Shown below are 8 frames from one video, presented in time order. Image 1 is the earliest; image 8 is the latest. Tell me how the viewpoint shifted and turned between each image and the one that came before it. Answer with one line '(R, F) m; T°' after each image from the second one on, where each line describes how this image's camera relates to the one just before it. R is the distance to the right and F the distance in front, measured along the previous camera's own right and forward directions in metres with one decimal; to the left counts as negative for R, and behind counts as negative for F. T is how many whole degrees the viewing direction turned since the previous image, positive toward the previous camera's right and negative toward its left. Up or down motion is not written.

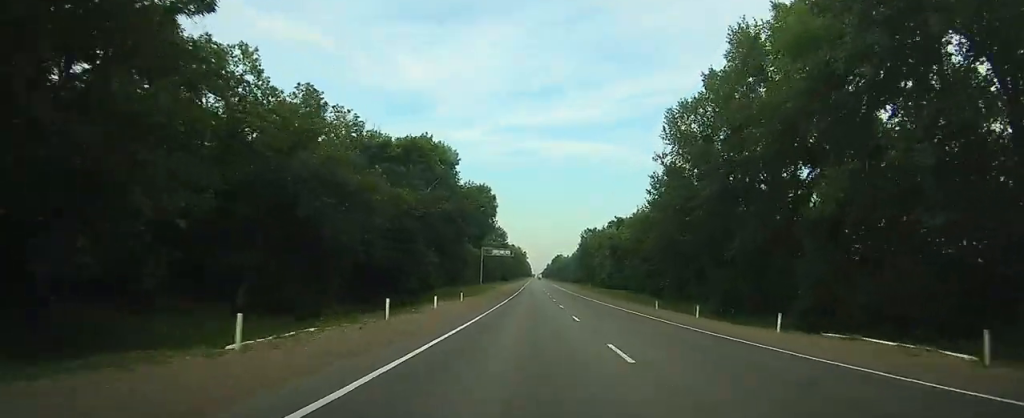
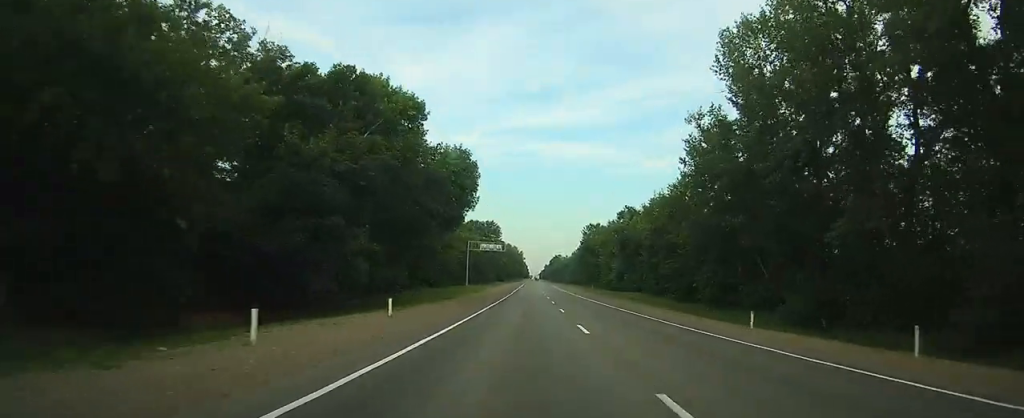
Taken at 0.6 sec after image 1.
(0.0, +17.9) m; 0°
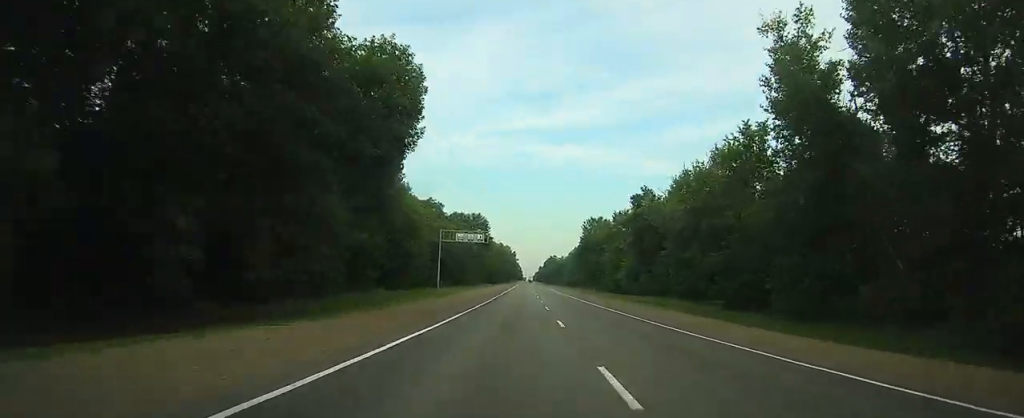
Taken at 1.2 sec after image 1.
(0.0, +21.4) m; 0°
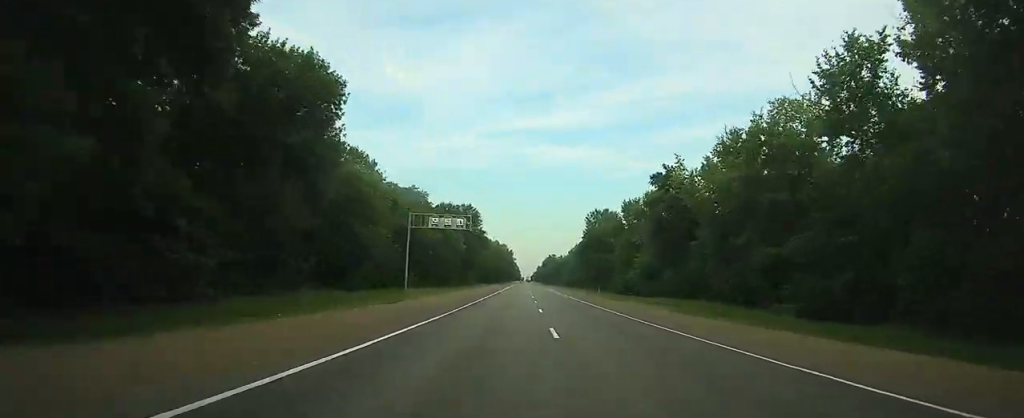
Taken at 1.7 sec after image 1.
(0.0, +16.1) m; 0°
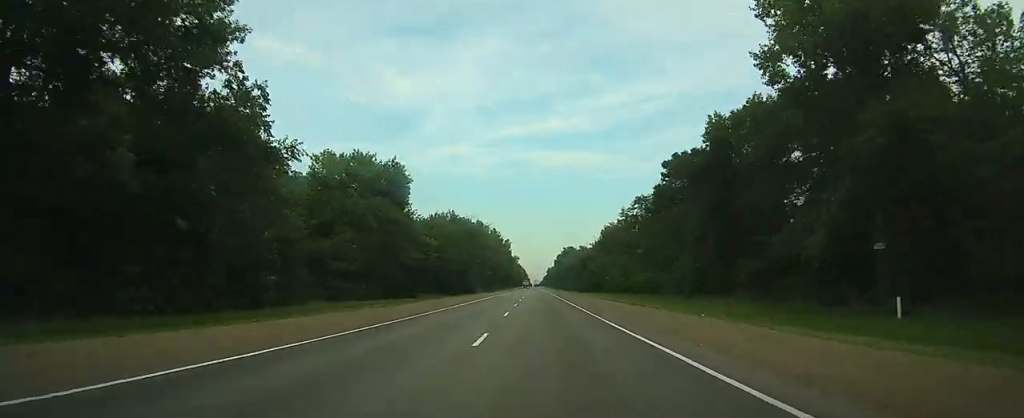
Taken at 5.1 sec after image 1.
(+1.0, +110.4) m; +1°
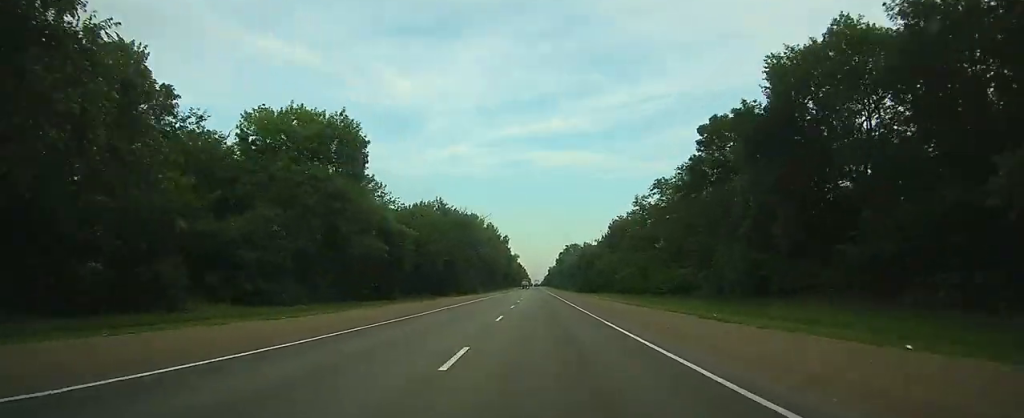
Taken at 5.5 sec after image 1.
(0.0, +15.7) m; 0°
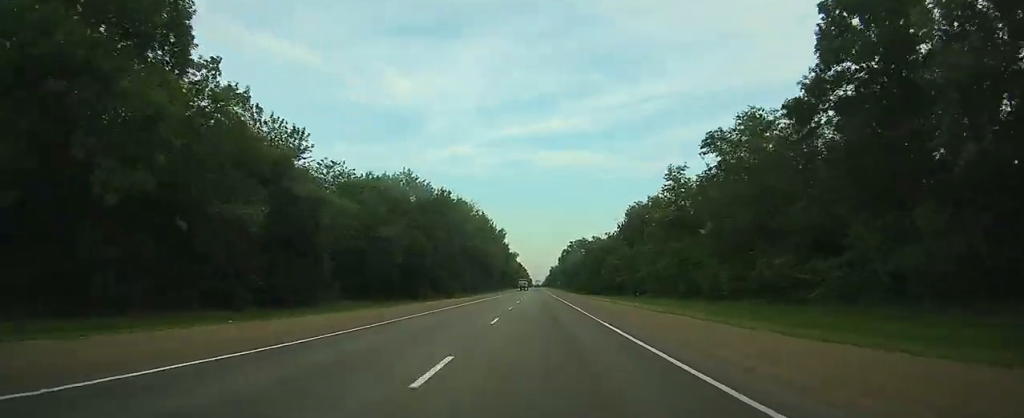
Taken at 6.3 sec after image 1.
(-0.1, +25.8) m; 0°
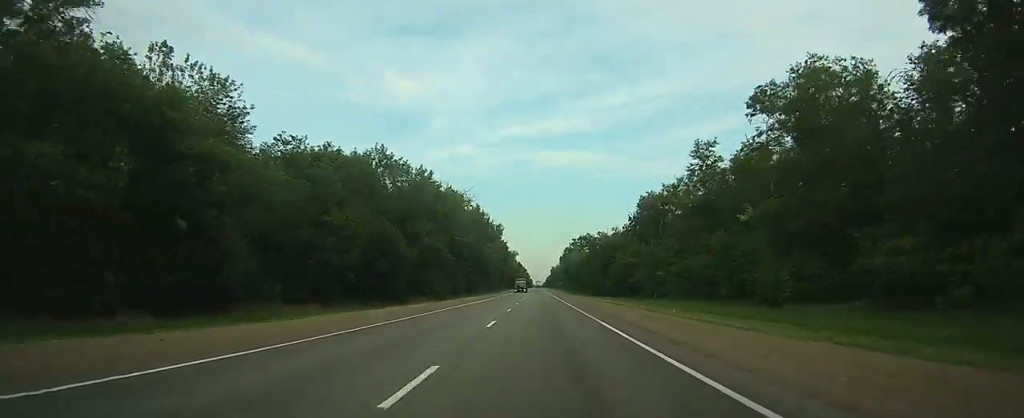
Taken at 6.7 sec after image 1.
(0.0, +13.4) m; 0°
